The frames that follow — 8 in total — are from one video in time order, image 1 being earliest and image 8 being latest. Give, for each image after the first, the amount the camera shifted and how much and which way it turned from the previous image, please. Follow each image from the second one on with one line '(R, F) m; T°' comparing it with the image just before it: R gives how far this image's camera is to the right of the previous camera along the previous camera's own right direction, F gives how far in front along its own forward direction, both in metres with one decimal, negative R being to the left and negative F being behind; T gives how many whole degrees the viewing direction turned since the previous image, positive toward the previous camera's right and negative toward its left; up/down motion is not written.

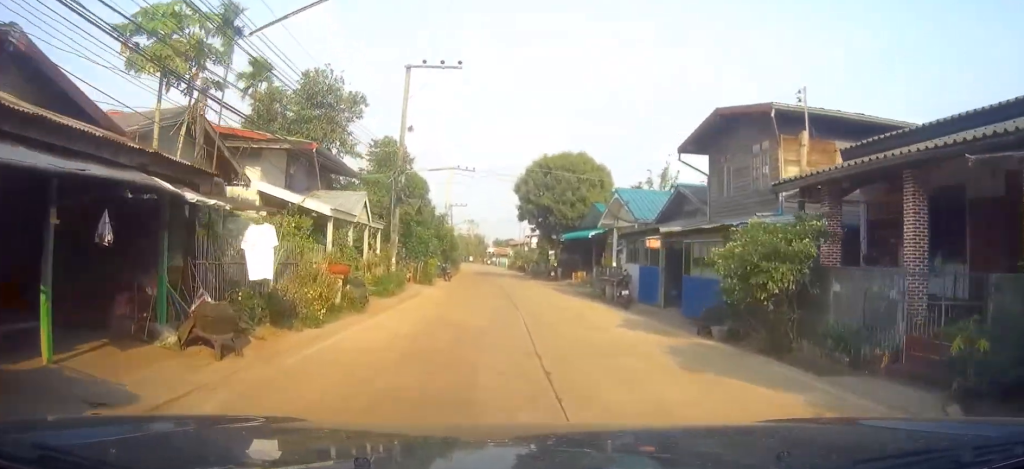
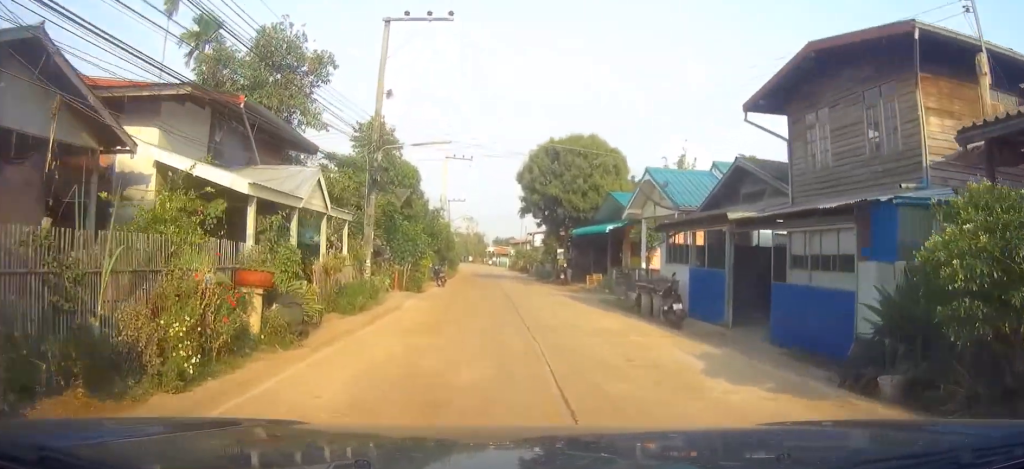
(-0.1, +6.6) m; -1°
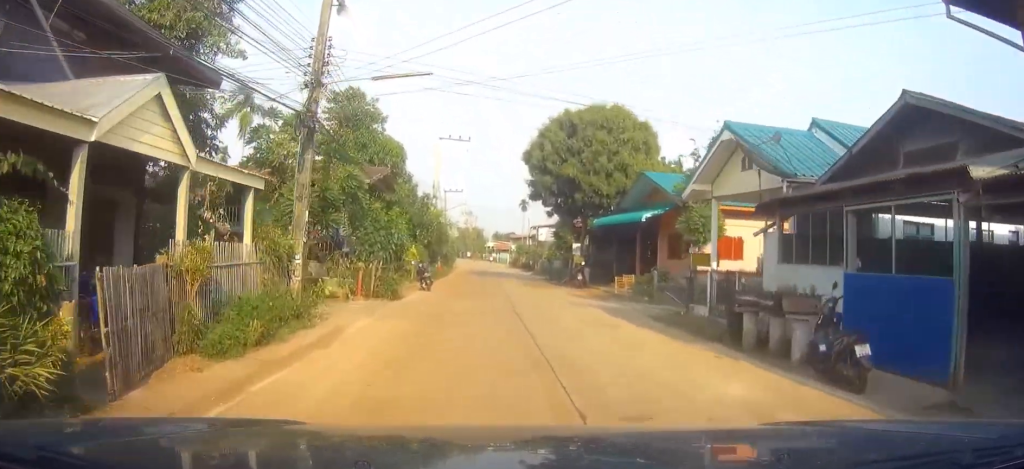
(0.0, +8.8) m; 0°
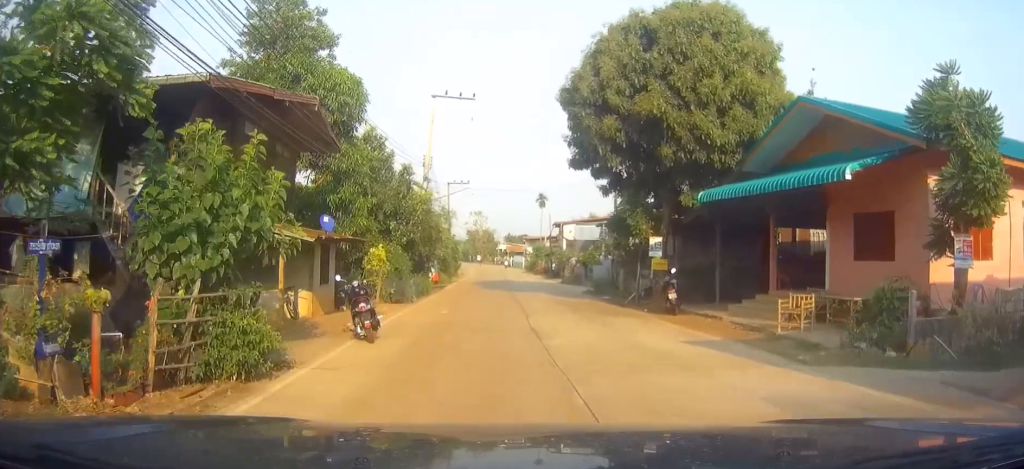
(0.0, +16.6) m; 0°
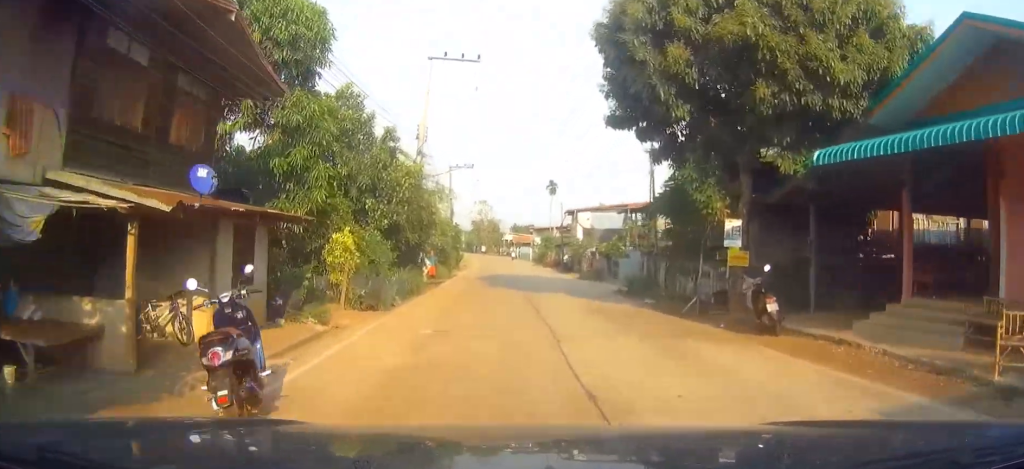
(0.0, +6.9) m; 0°
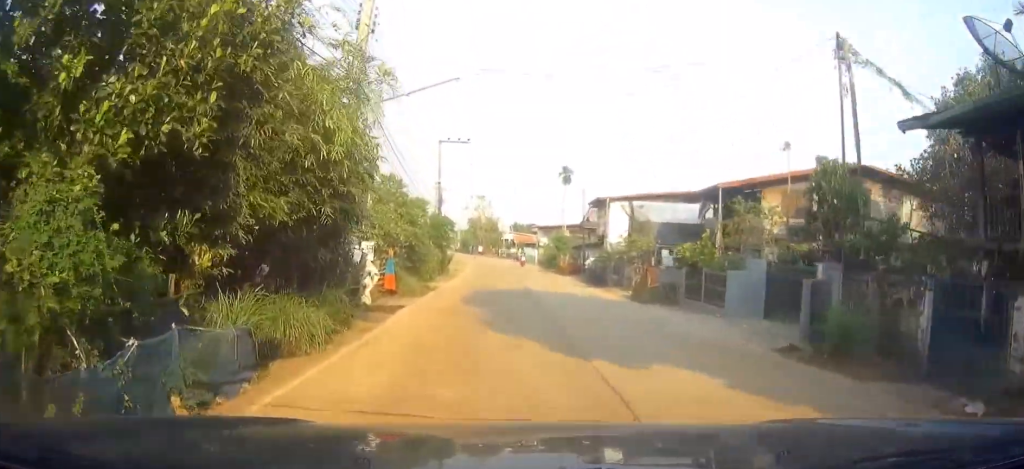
(-0.1, +16.2) m; -1°
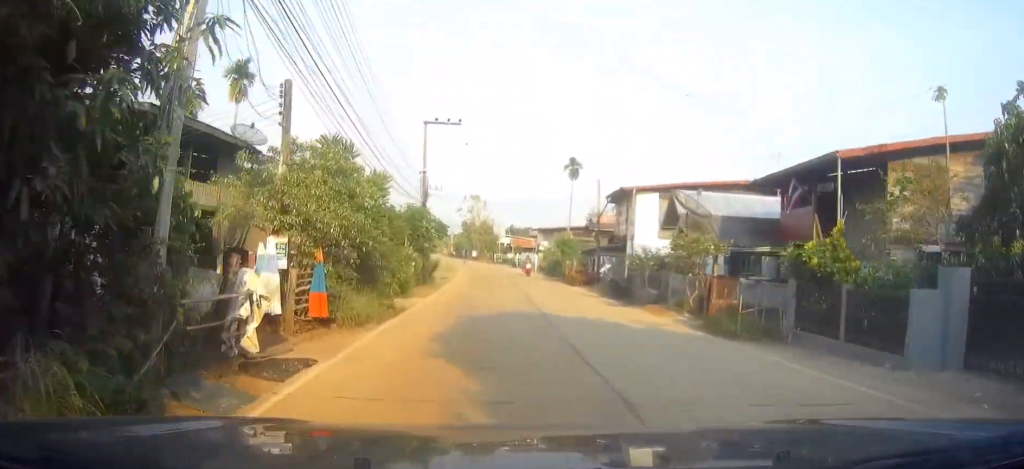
(0.0, +9.0) m; 0°
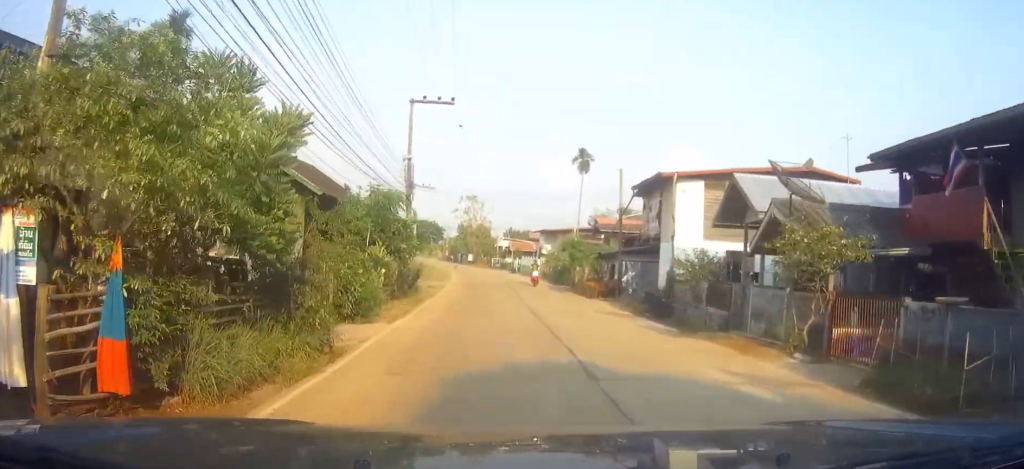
(0.0, +7.8) m; +1°
